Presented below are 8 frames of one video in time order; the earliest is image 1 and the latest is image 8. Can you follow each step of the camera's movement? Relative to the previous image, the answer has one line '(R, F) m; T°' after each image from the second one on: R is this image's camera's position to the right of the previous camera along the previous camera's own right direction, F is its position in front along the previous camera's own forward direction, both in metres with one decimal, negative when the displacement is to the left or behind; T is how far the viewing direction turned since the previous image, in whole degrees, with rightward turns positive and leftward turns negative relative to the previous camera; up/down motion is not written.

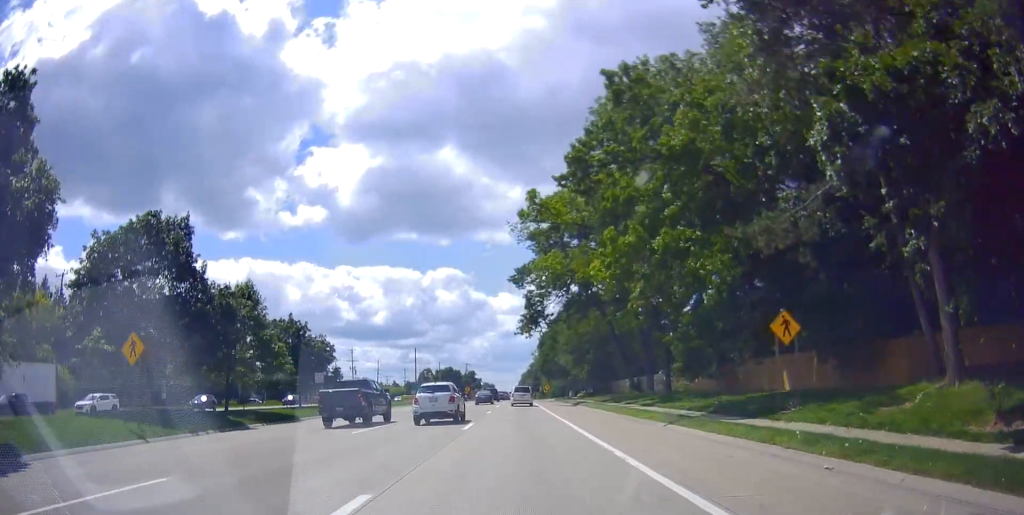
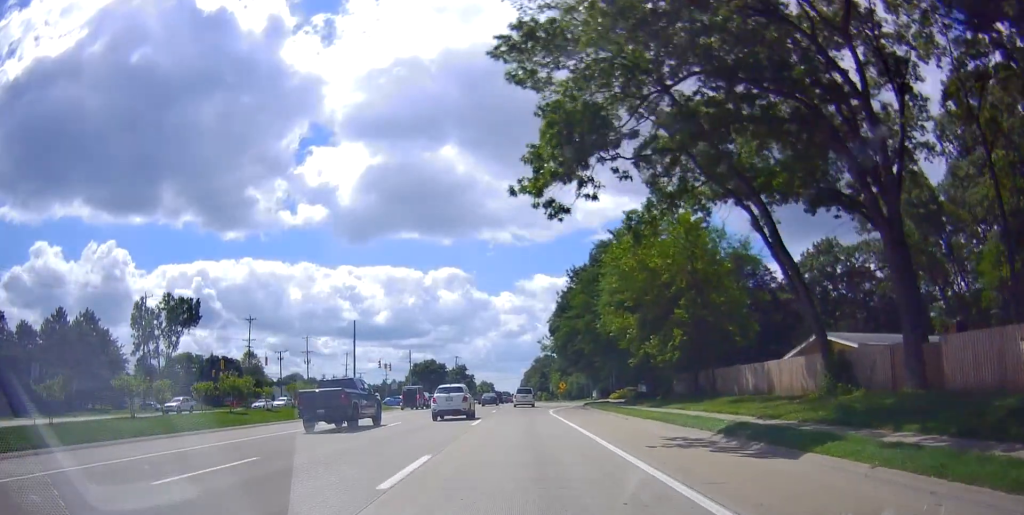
(-0.4, +42.4) m; -1°
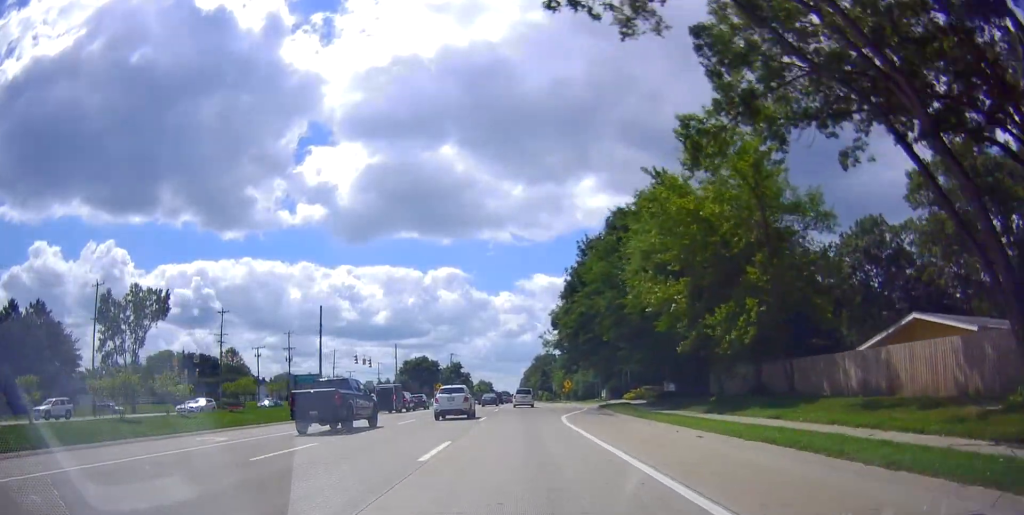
(-0.3, +11.5) m; +1°
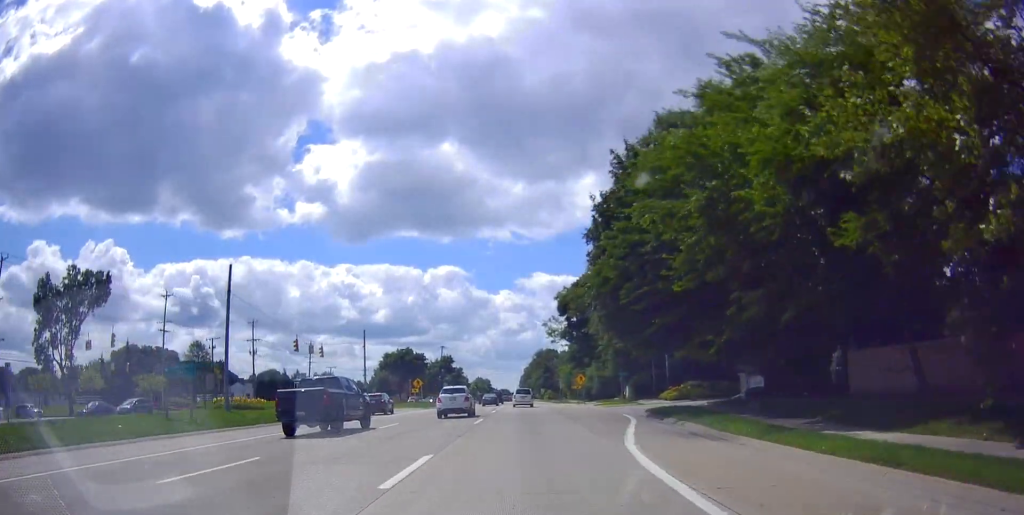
(+0.6, +18.7) m; +2°
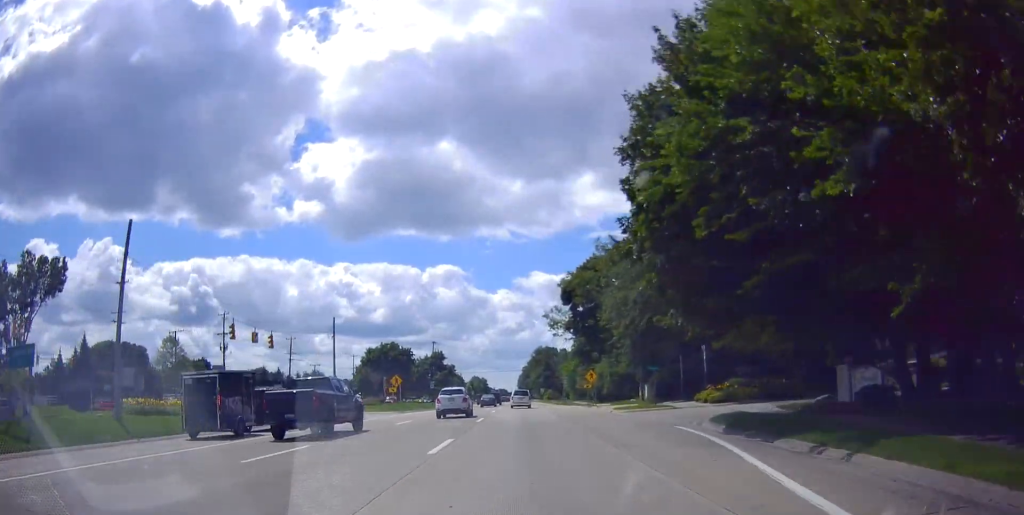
(+0.1, +11.5) m; 0°
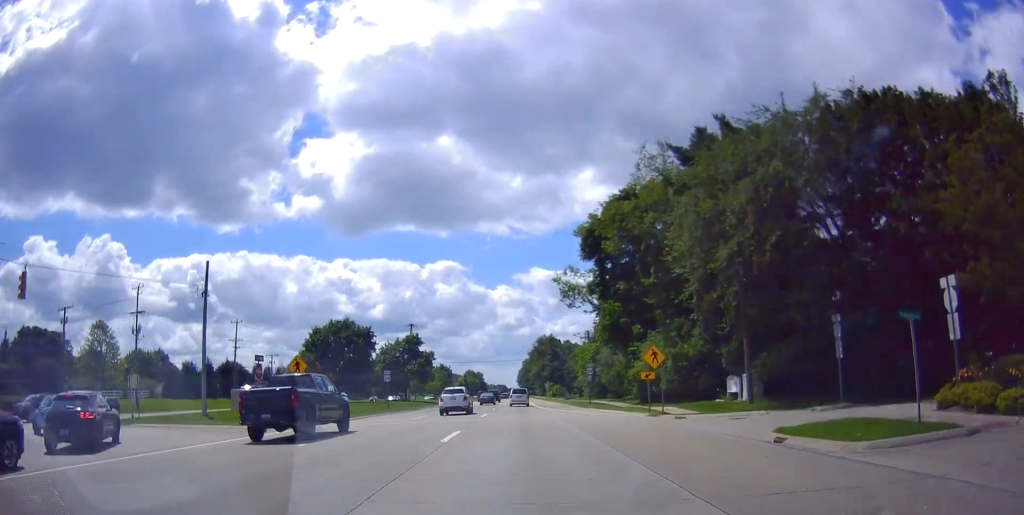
(-0.3, +26.6) m; -1°
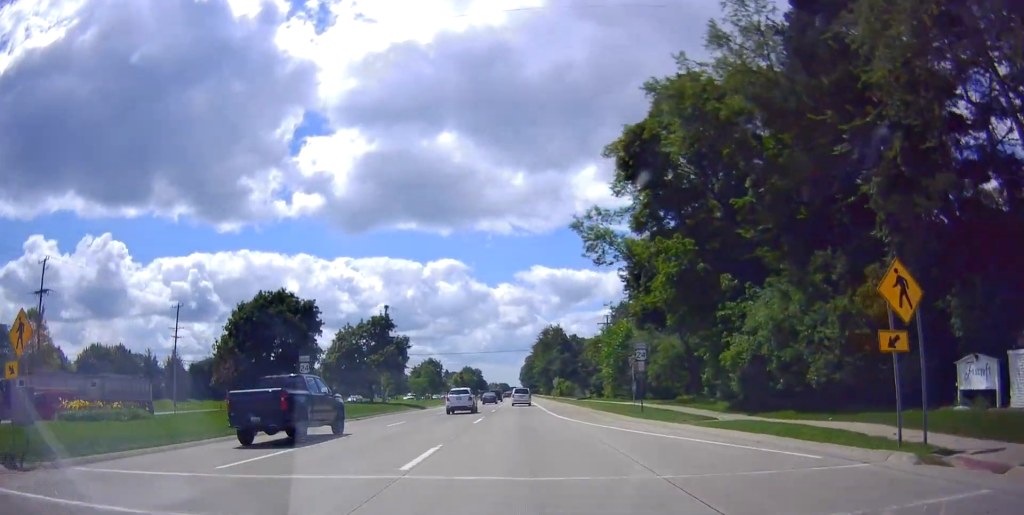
(+0.1, +20.8) m; +1°
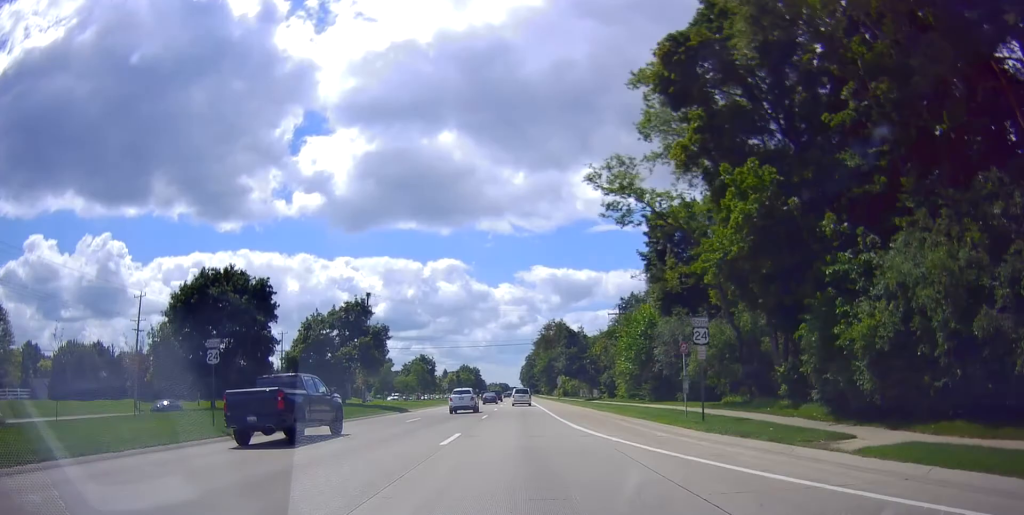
(+0.1, +10.1) m; 0°
